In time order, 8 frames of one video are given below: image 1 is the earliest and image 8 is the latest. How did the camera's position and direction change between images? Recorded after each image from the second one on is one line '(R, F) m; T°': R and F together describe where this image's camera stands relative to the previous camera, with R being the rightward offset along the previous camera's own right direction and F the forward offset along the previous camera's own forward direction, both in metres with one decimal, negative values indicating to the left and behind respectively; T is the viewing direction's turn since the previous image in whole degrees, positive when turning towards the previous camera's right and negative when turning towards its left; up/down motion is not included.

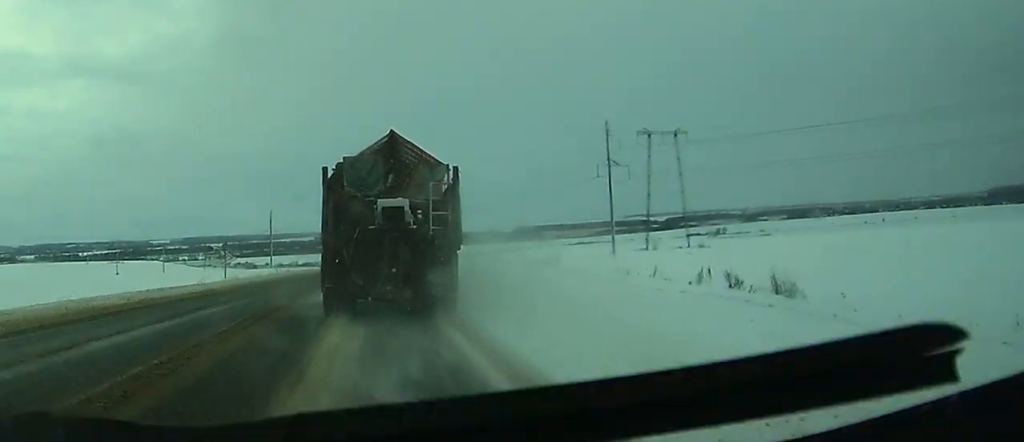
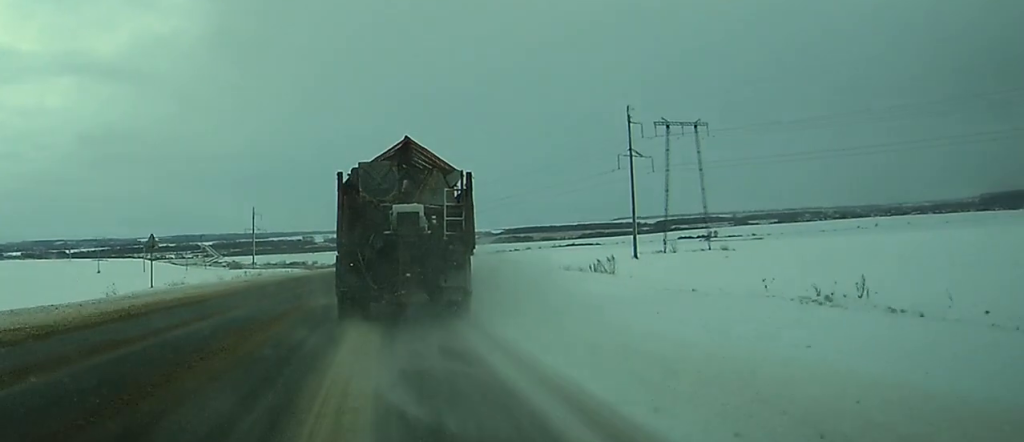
(0.0, +18.4) m; +1°
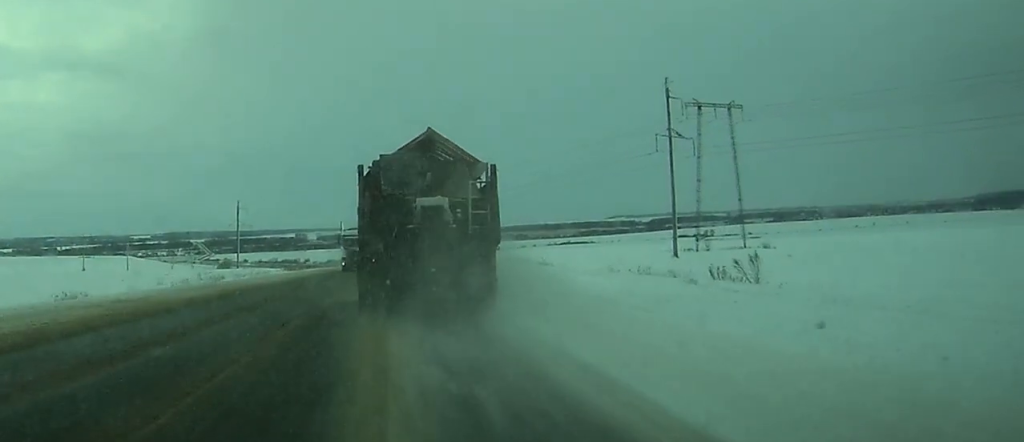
(+0.3, +20.3) m; +1°
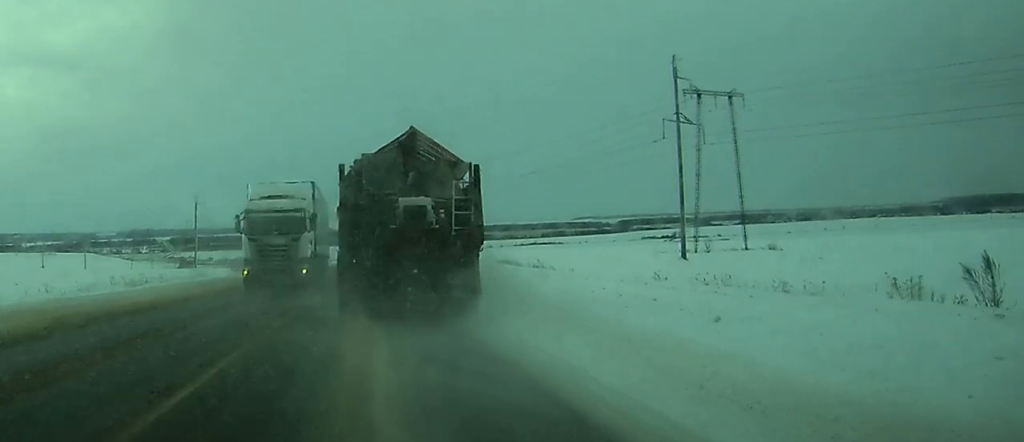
(0.0, +15.2) m; 0°
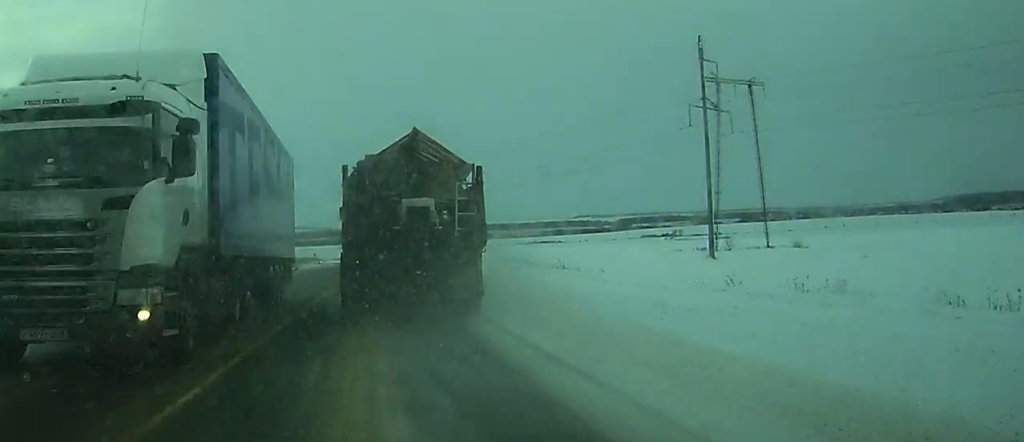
(0.0, +9.1) m; 0°
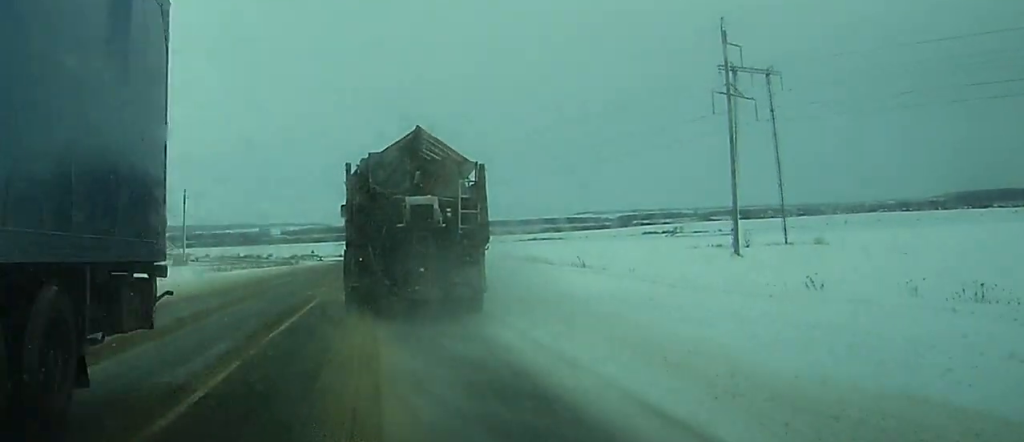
(+0.1, +6.7) m; 0°
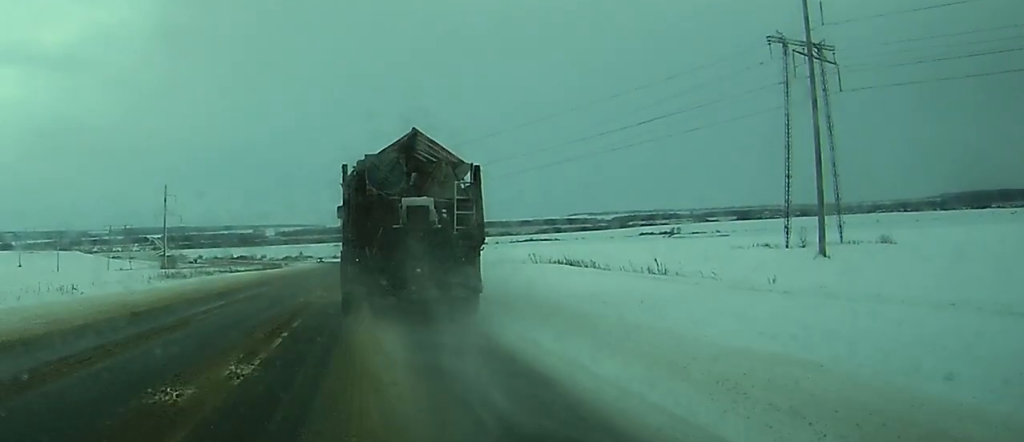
(+0.2, +18.8) m; +1°
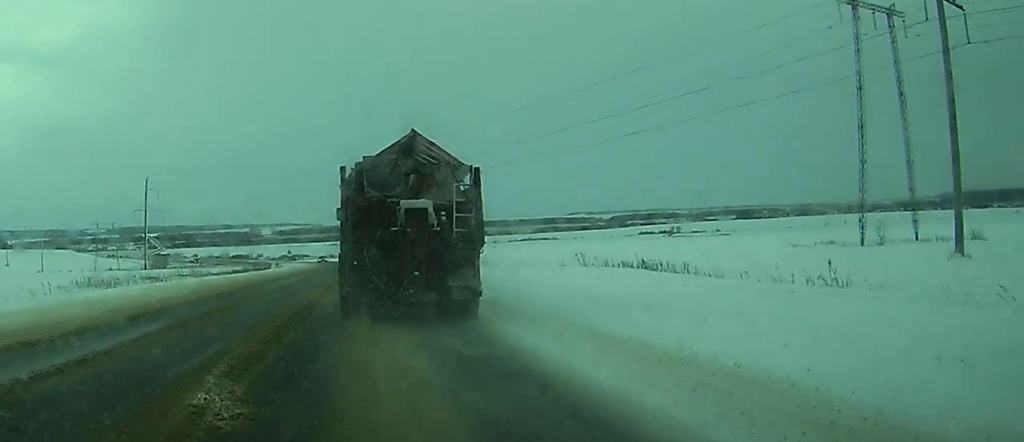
(0.0, +18.4) m; 0°
